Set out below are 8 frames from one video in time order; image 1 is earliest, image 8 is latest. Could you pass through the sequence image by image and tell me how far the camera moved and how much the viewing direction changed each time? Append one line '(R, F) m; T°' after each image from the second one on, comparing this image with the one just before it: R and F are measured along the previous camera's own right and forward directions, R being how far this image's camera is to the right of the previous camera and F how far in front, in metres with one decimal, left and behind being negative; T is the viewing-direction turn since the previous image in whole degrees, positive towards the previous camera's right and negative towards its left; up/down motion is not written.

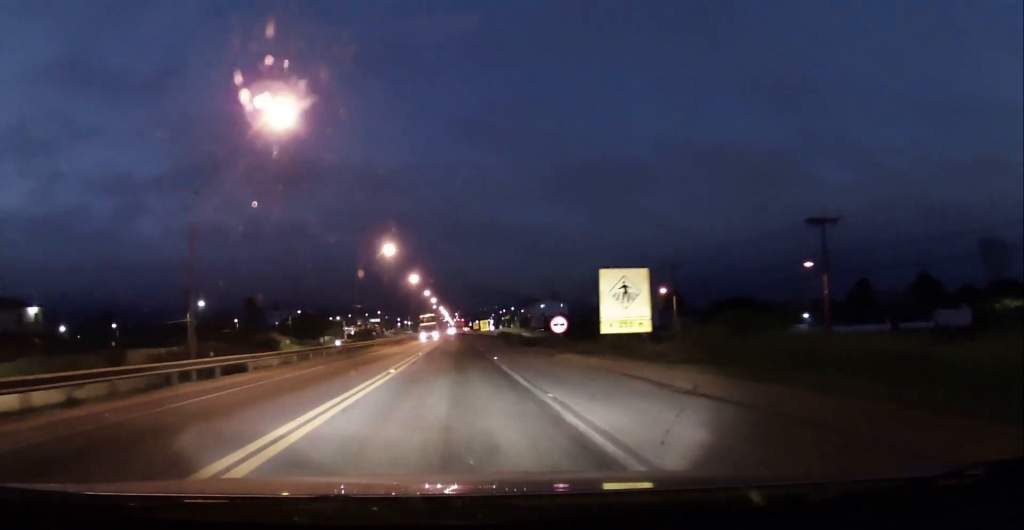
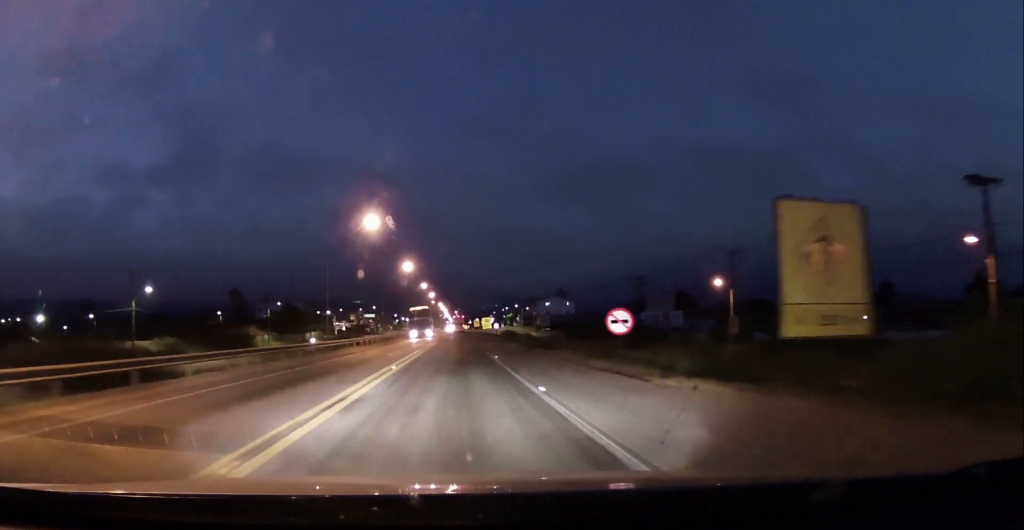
(+0.3, +14.9) m; 0°
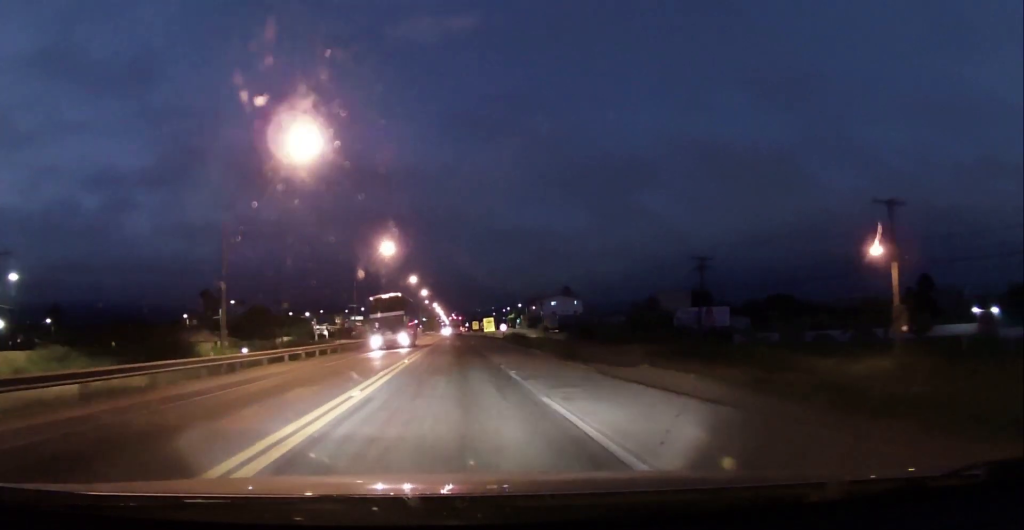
(-0.6, +23.1) m; 0°
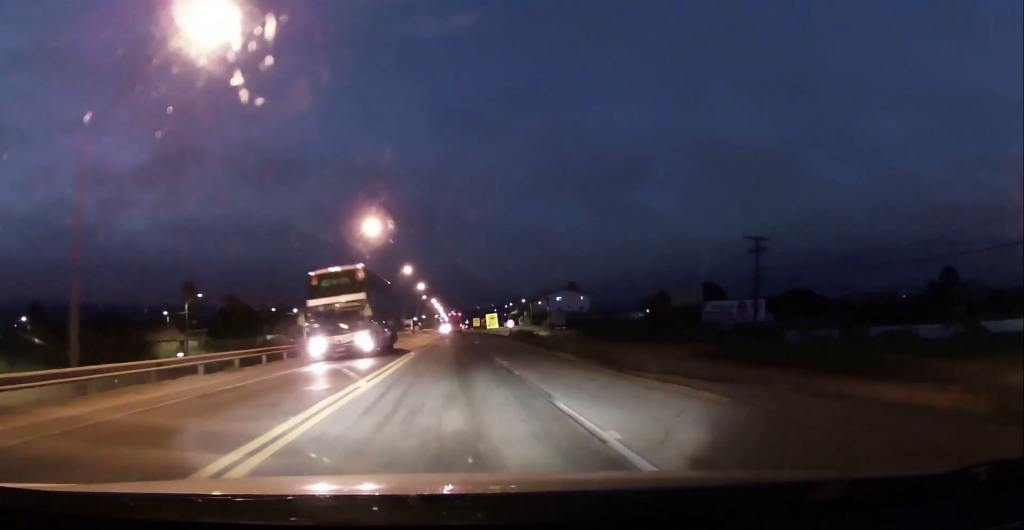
(+0.2, +12.4) m; 0°
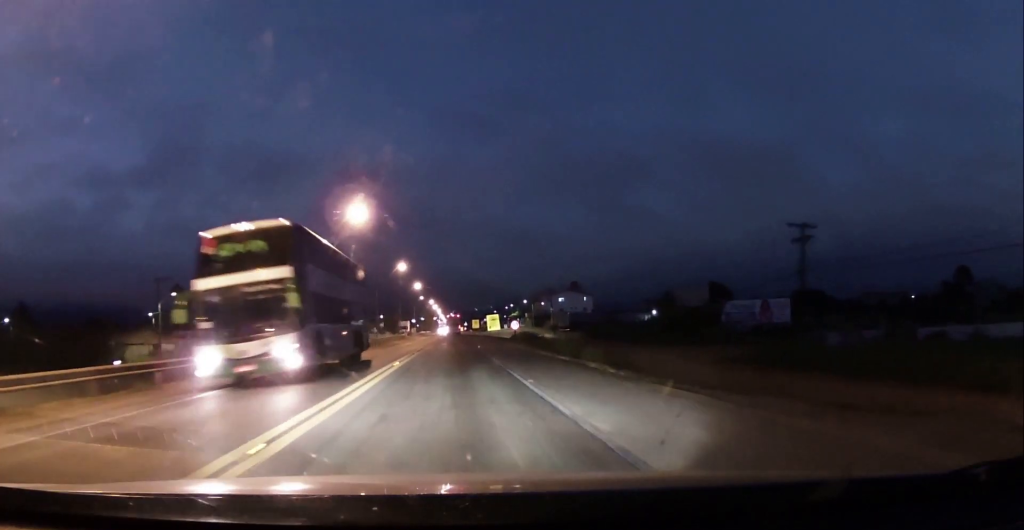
(+0.3, +7.7) m; 0°
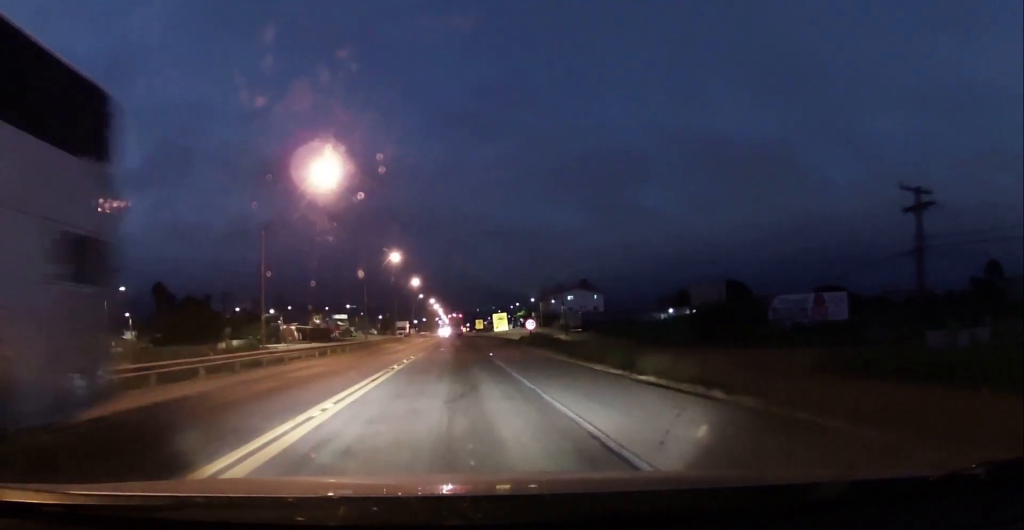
(-0.6, +12.9) m; -2°
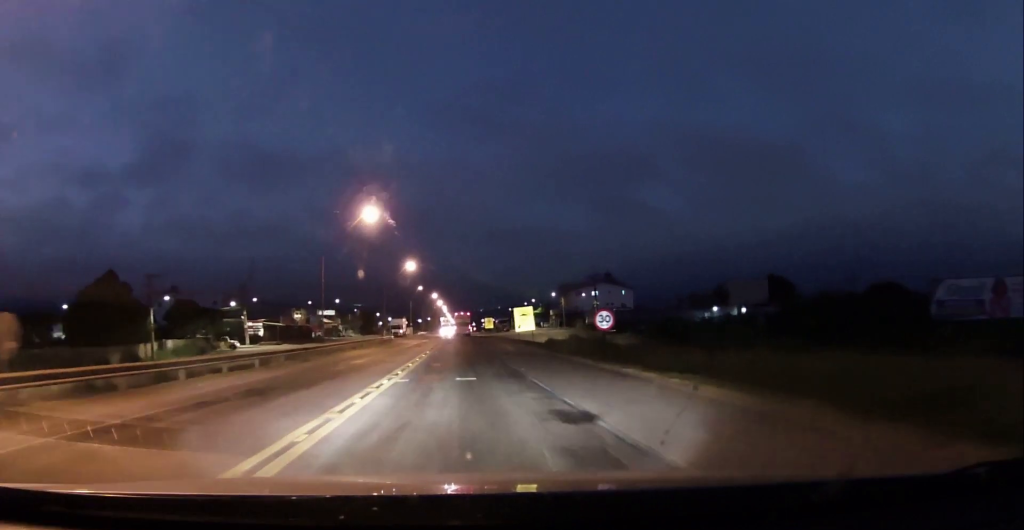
(+0.4, +26.6) m; +1°
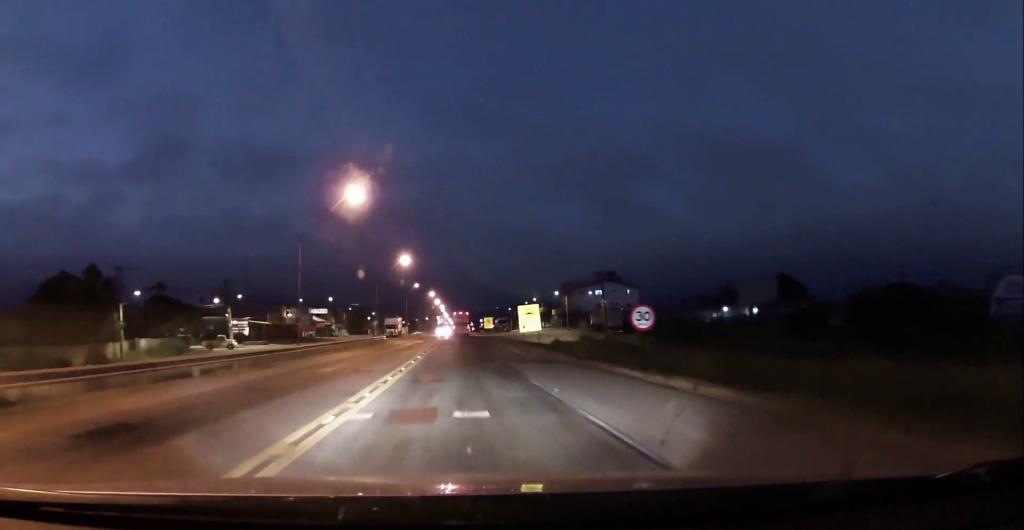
(0.0, +6.9) m; 0°
